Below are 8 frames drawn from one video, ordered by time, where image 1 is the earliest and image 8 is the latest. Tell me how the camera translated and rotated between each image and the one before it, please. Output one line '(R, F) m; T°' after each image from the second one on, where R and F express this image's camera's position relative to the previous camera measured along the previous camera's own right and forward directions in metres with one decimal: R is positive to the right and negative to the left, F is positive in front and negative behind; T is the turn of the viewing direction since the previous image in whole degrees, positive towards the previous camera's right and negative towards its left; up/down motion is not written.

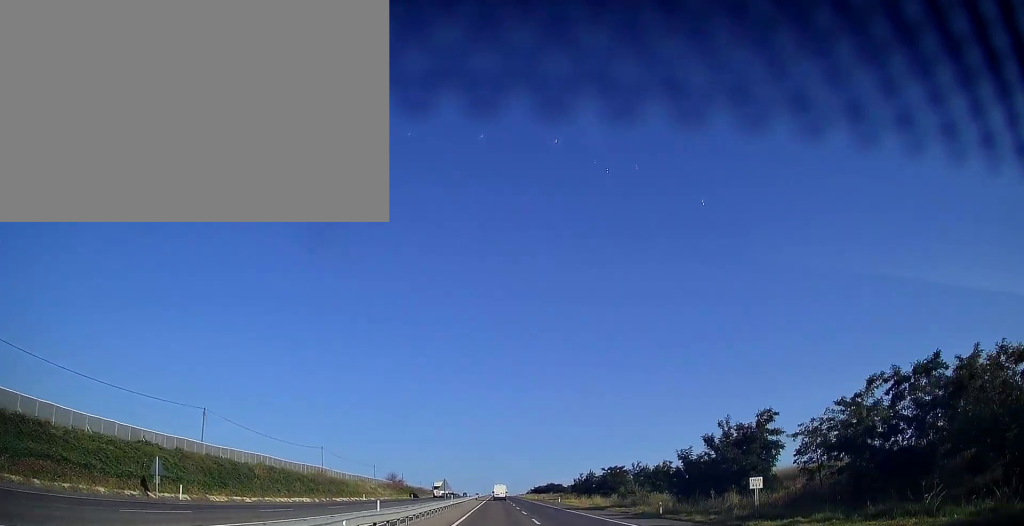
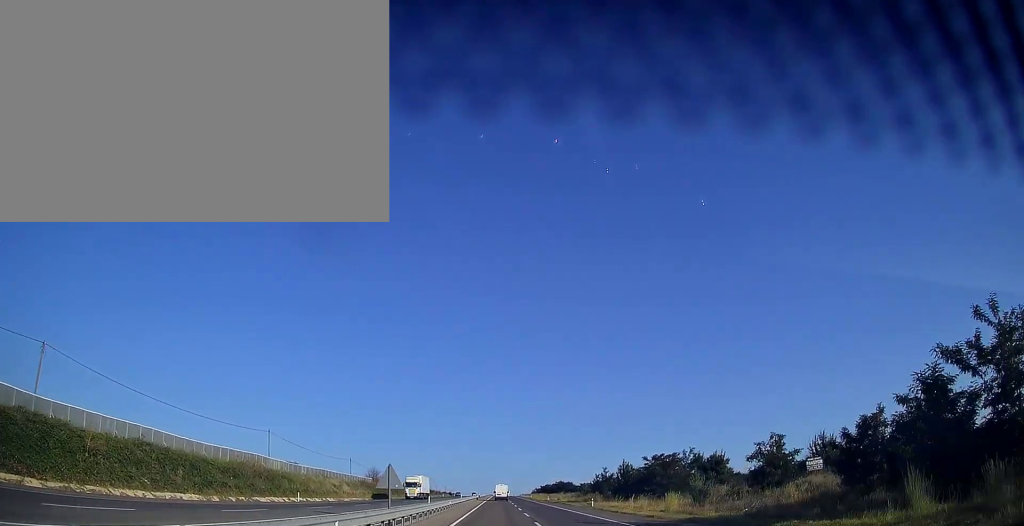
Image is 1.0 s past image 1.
(0.0, +28.4) m; 0°
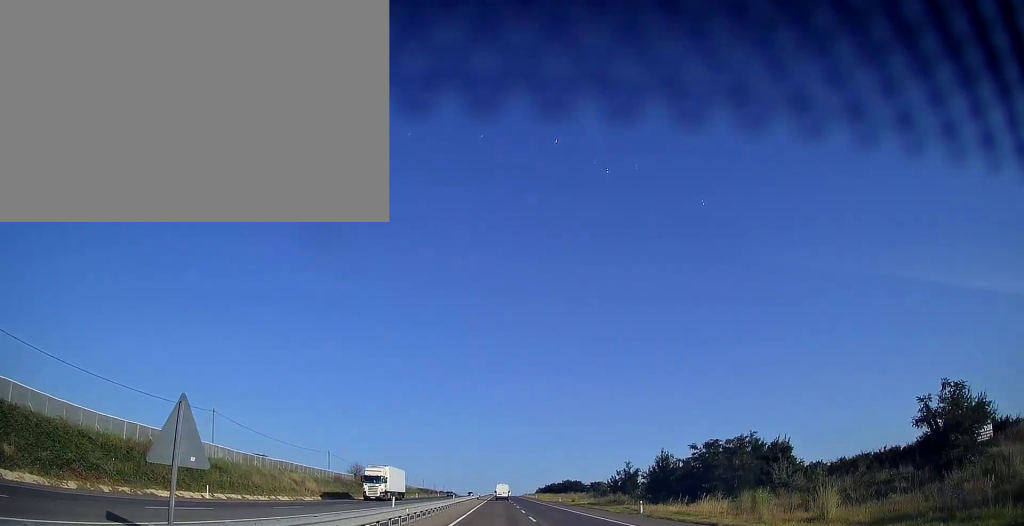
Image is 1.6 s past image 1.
(0.0, +18.6) m; 0°
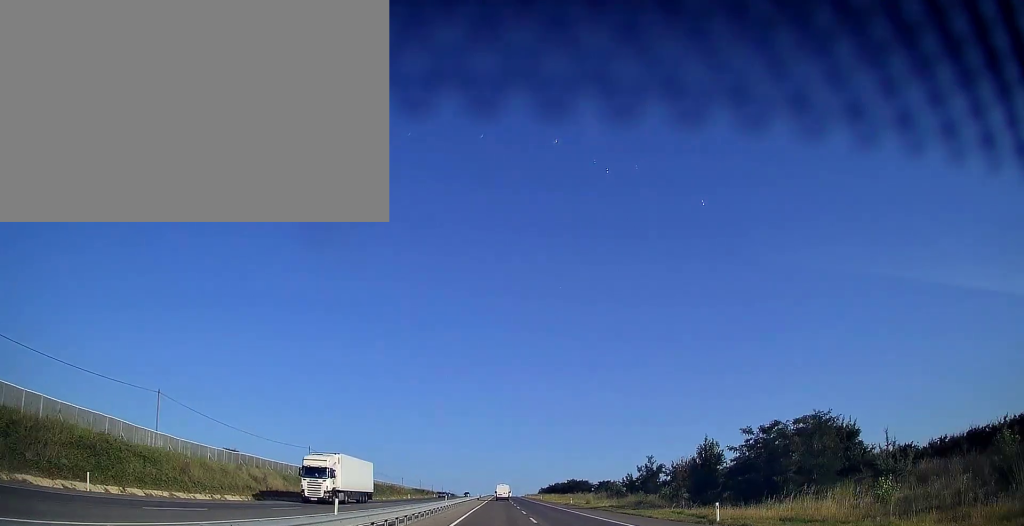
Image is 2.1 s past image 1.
(0.0, +13.8) m; 0°
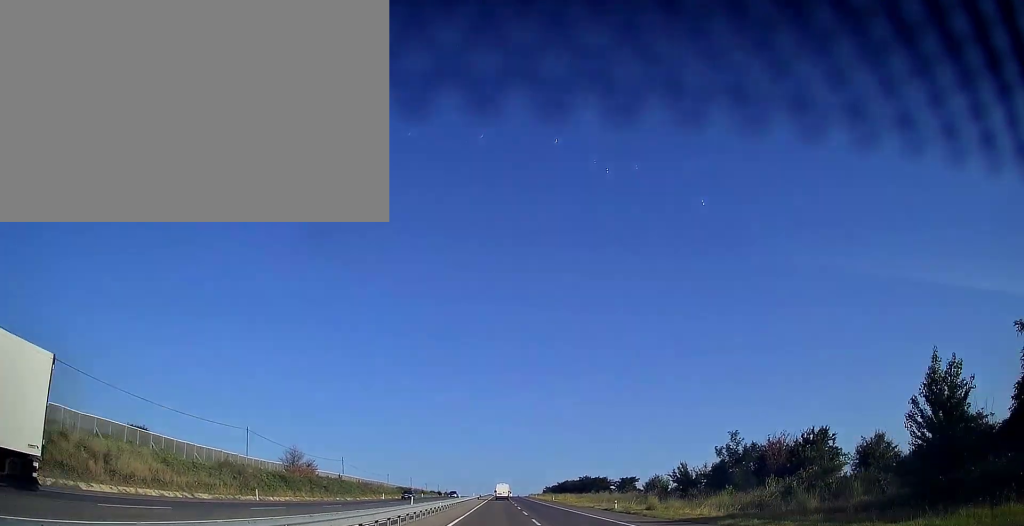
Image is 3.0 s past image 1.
(0.0, +27.5) m; 0°
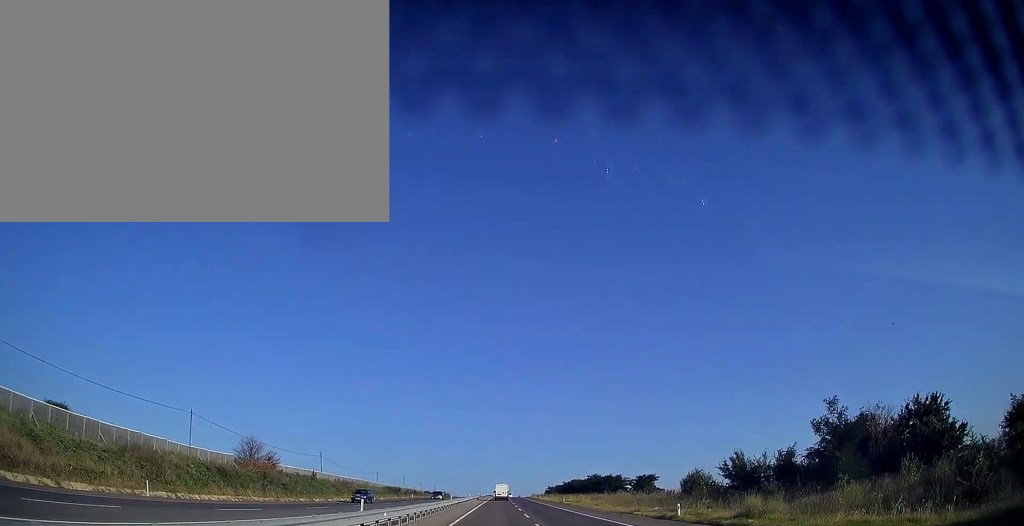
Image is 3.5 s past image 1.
(+0.1, +15.7) m; 0°
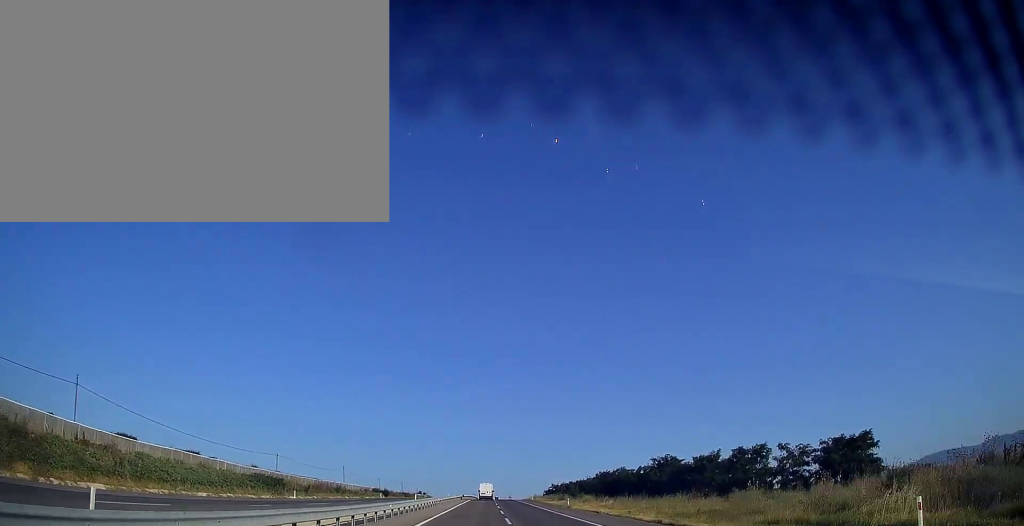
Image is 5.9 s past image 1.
(+0.5, +68.8) m; +1°
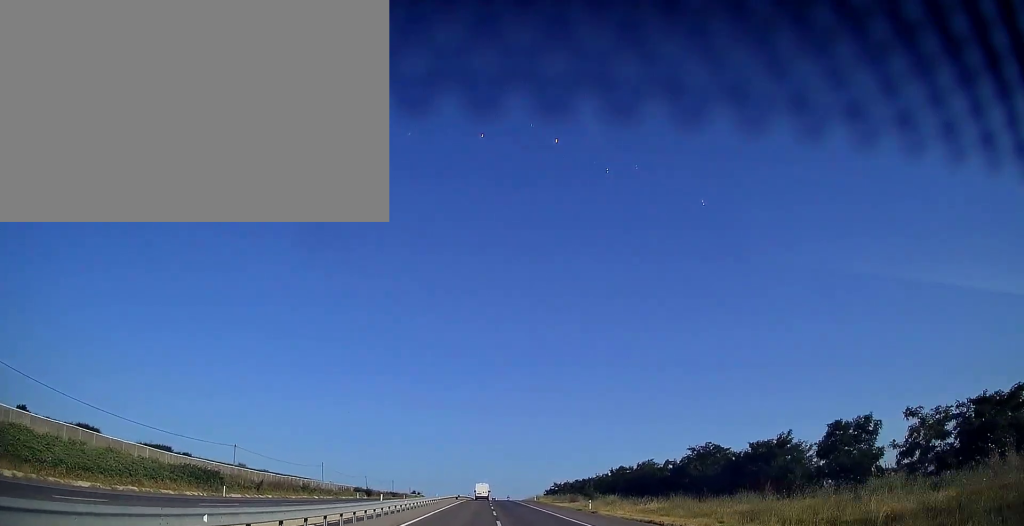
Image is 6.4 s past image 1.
(0.0, +14.7) m; 0°
